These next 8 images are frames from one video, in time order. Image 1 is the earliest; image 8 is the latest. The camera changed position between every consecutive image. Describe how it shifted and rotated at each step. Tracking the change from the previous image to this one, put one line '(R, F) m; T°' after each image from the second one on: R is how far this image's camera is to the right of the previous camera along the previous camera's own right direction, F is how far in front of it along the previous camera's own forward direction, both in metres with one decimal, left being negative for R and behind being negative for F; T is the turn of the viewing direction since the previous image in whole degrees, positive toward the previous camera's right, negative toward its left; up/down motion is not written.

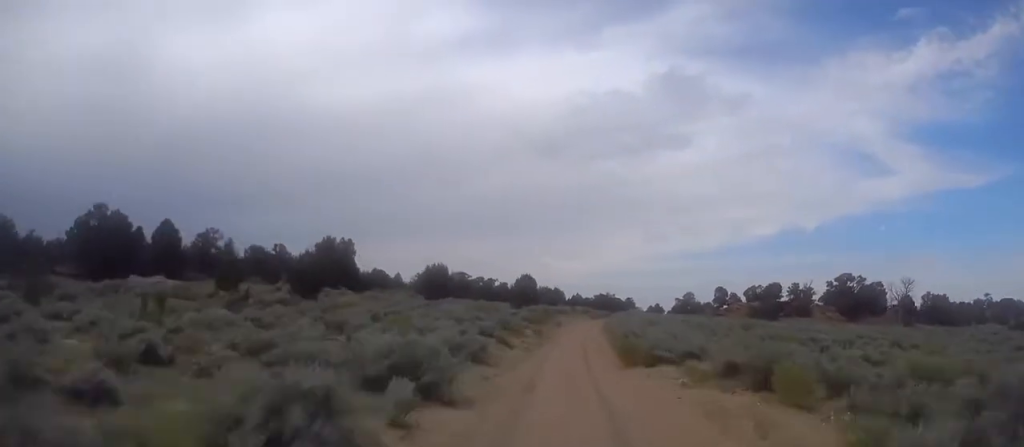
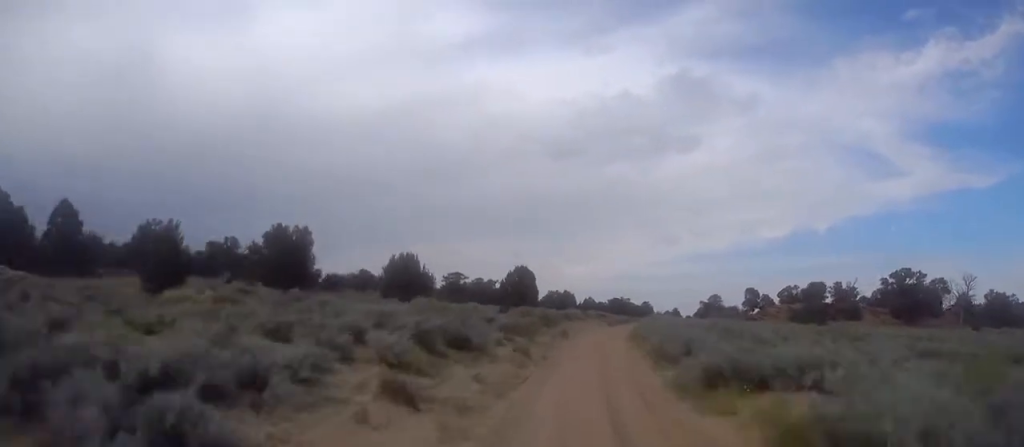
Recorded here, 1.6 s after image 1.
(-0.1, +17.6) m; 0°
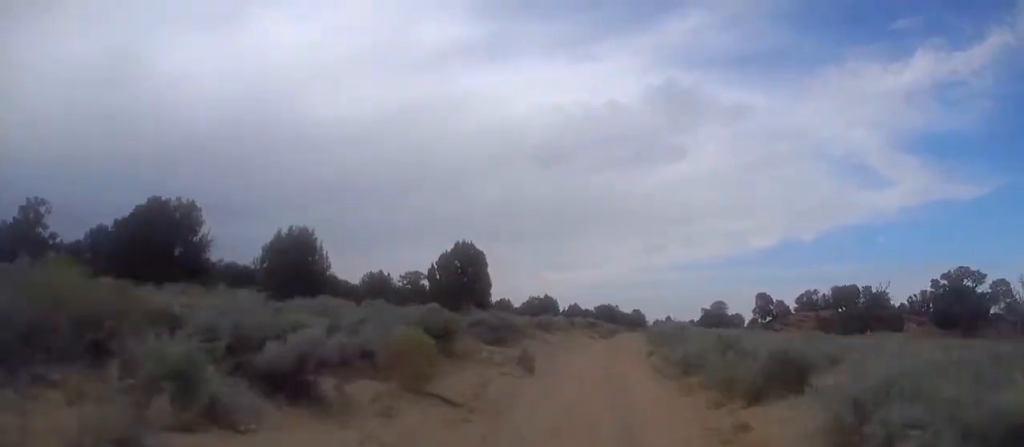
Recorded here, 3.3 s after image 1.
(+0.2, +19.4) m; +2°
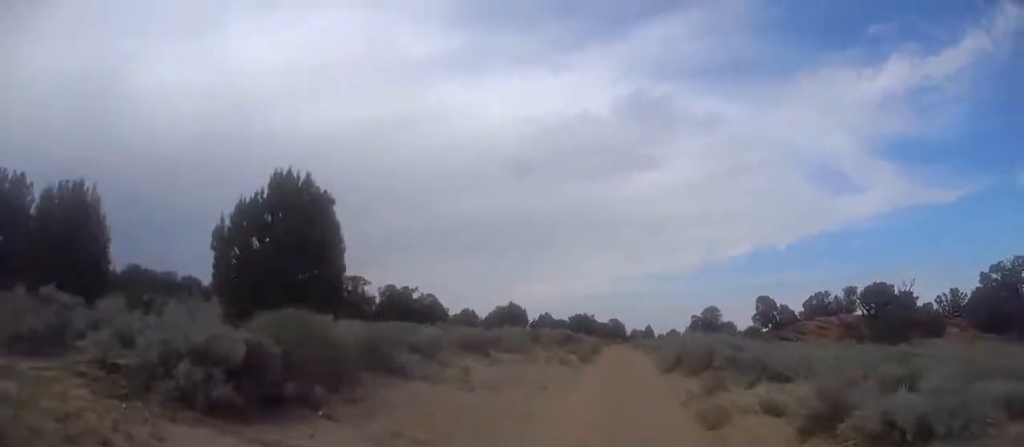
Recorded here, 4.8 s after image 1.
(+0.1, +16.7) m; +2°
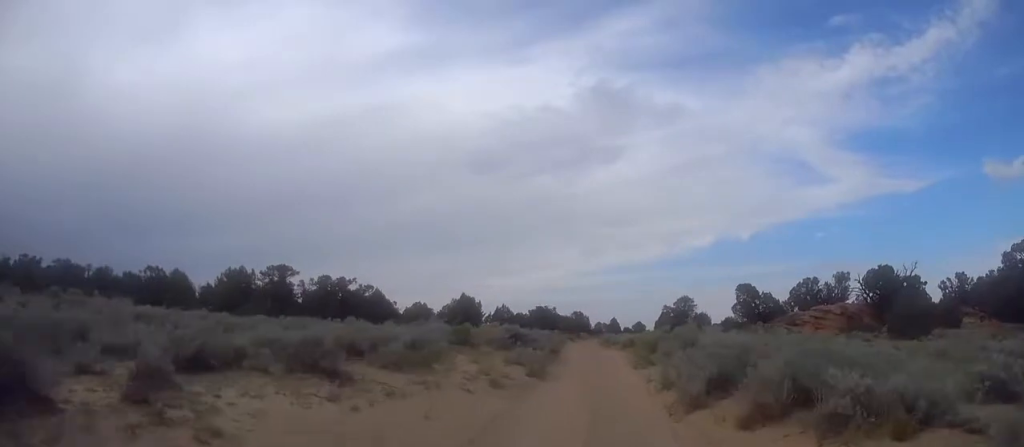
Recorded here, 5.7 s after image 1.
(+0.2, +10.7) m; +1°
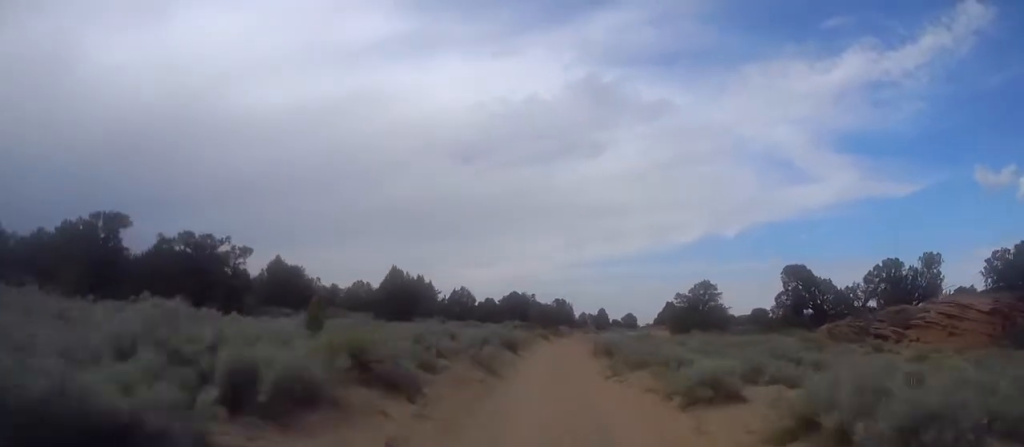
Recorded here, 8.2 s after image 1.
(+0.5, +27.8) m; +1°
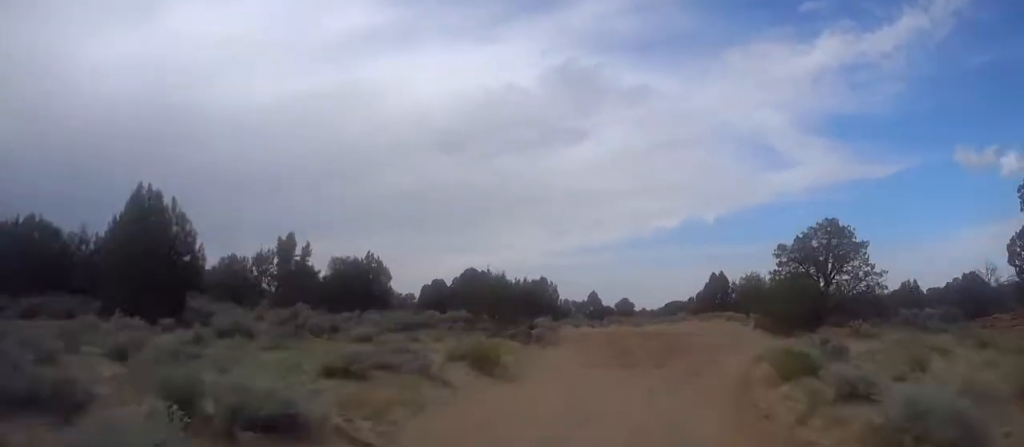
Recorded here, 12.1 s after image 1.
(+1.1, +38.2) m; +8°
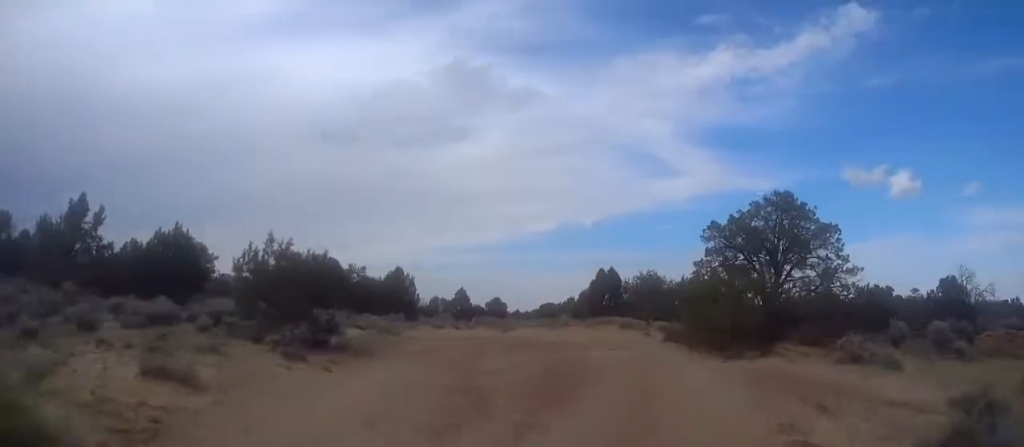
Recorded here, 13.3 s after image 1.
(+0.5, +10.0) m; +6°
